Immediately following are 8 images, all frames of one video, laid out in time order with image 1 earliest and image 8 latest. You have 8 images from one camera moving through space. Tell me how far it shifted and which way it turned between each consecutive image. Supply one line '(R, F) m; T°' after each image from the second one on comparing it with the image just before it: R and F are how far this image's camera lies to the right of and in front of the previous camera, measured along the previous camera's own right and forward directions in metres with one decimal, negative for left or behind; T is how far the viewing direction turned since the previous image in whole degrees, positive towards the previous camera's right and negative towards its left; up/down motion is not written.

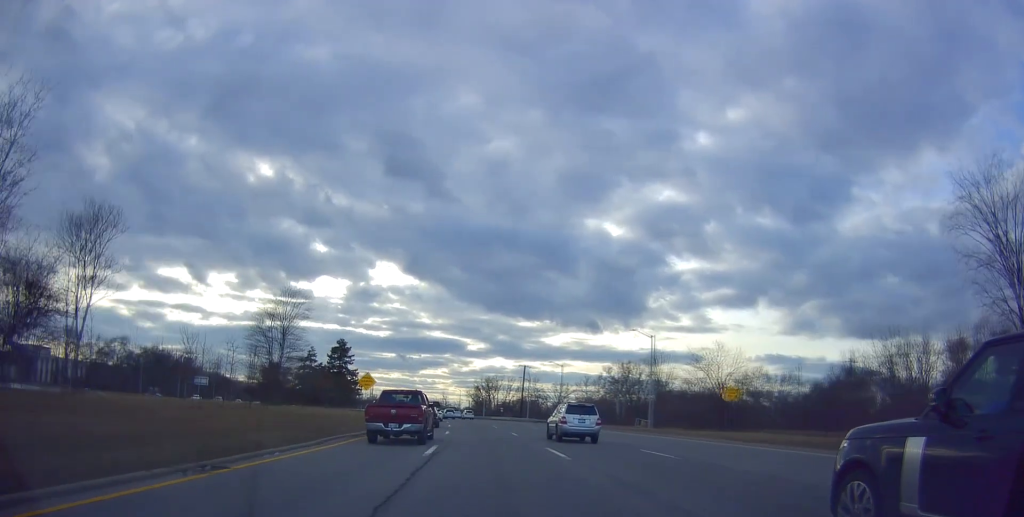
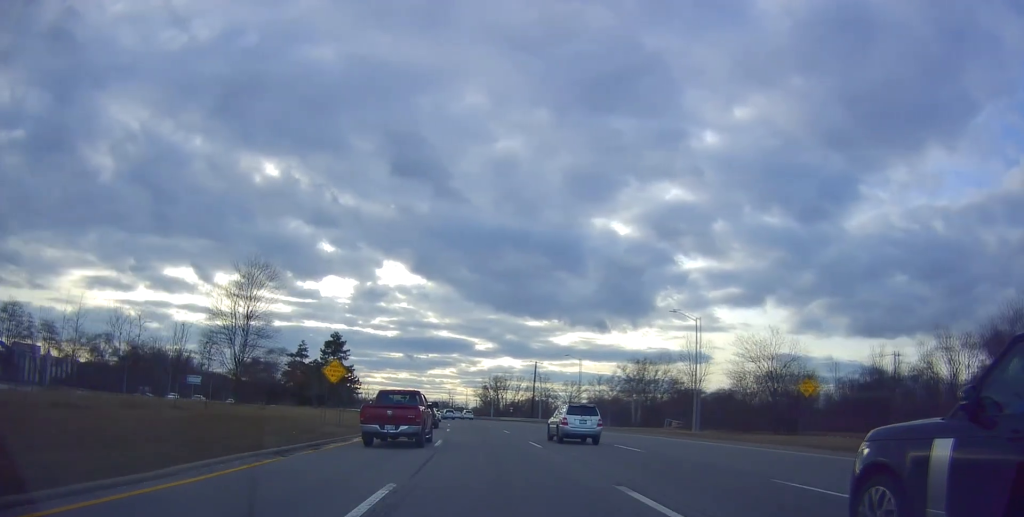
(-0.2, +10.2) m; 0°
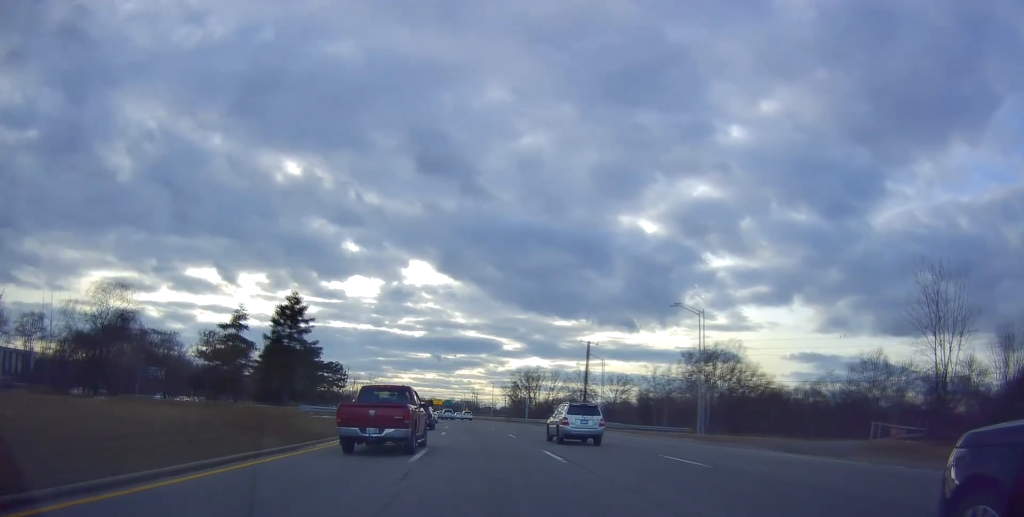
(0.0, +36.9) m; -2°
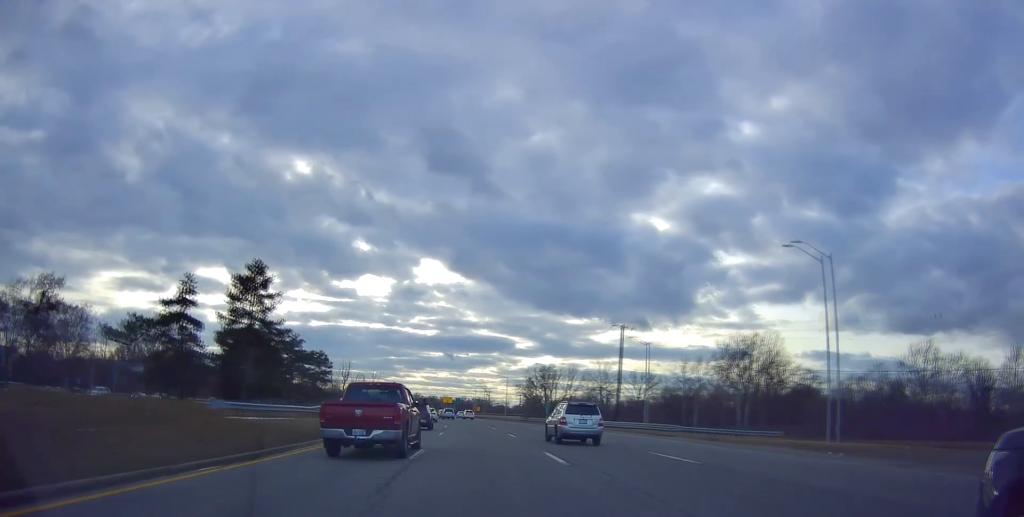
(-0.5, +16.0) m; -3°
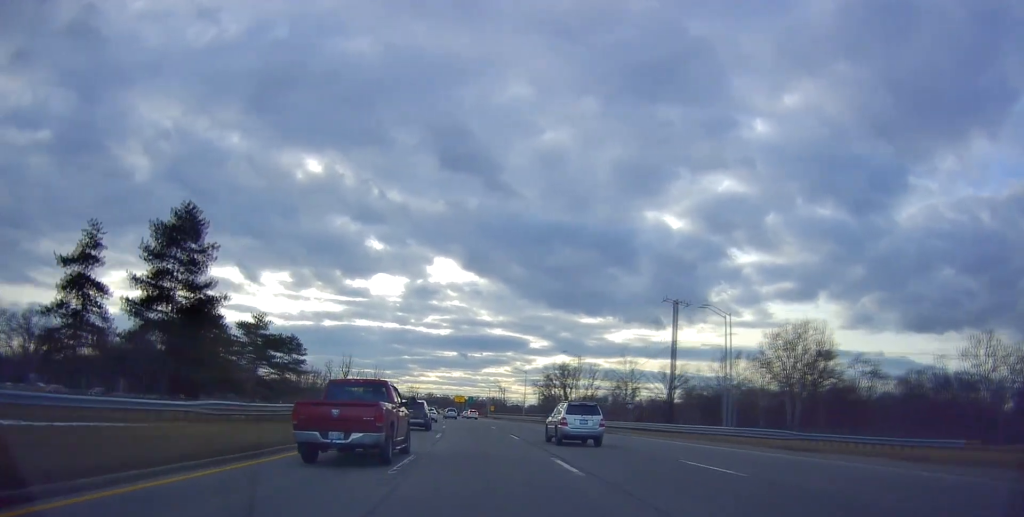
(-0.4, +17.8) m; -1°
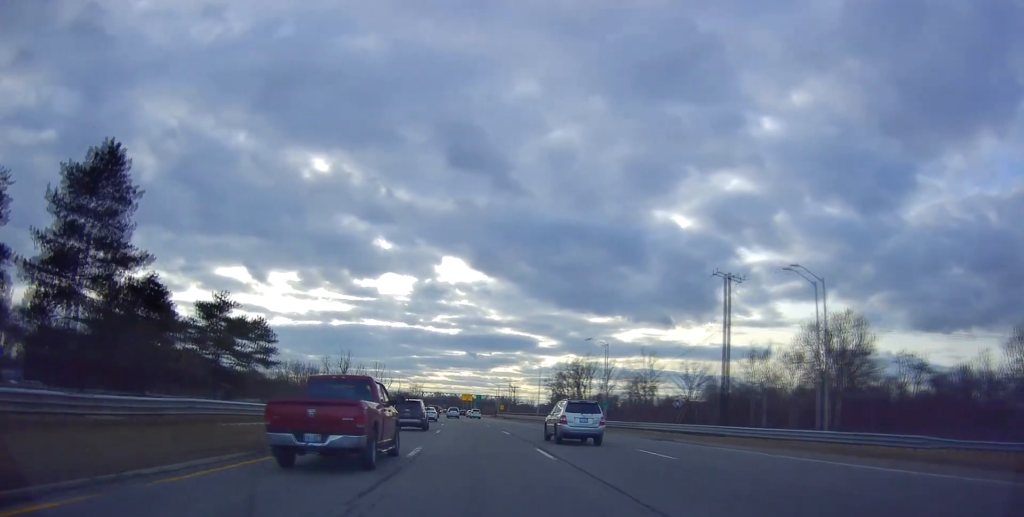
(-0.2, +12.2) m; 0°
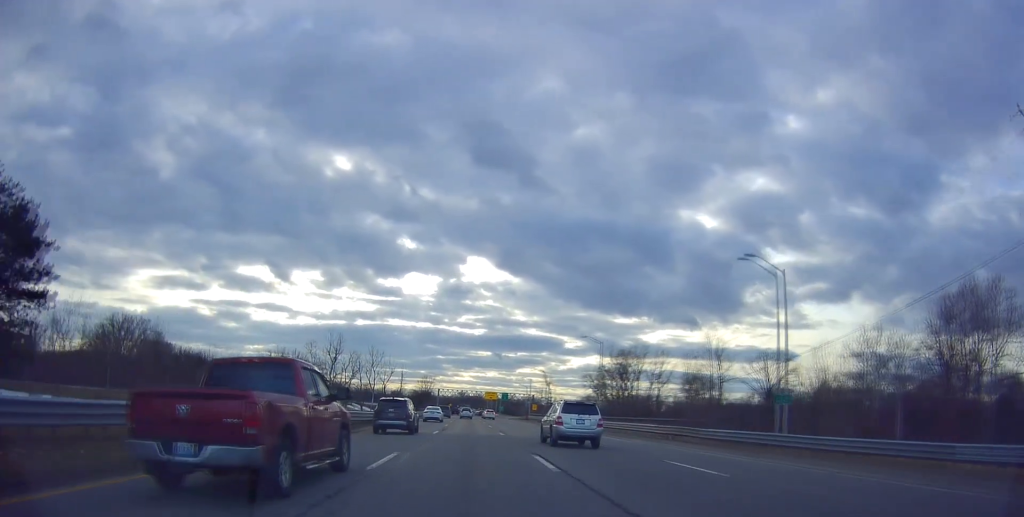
(-0.1, +35.3) m; -3°
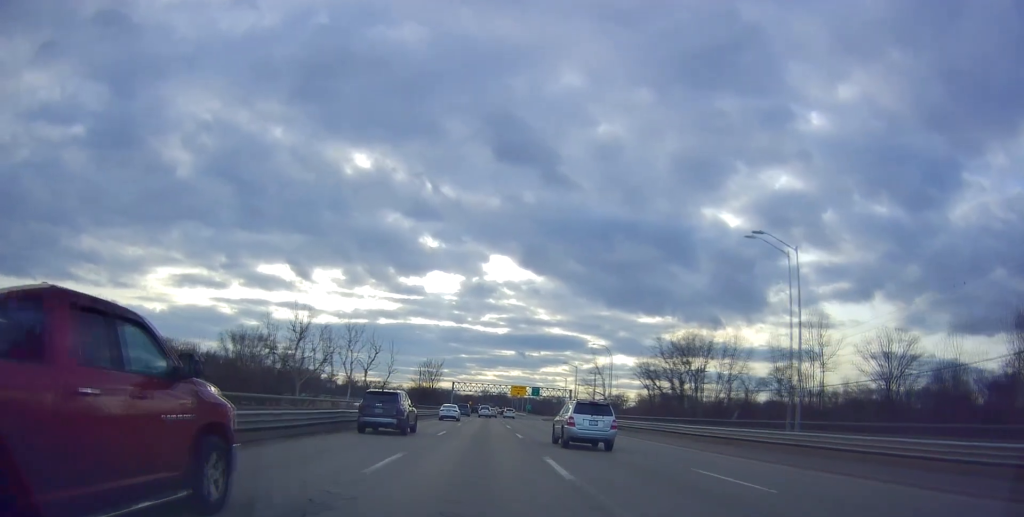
(-1.8, +38.6) m; -4°
